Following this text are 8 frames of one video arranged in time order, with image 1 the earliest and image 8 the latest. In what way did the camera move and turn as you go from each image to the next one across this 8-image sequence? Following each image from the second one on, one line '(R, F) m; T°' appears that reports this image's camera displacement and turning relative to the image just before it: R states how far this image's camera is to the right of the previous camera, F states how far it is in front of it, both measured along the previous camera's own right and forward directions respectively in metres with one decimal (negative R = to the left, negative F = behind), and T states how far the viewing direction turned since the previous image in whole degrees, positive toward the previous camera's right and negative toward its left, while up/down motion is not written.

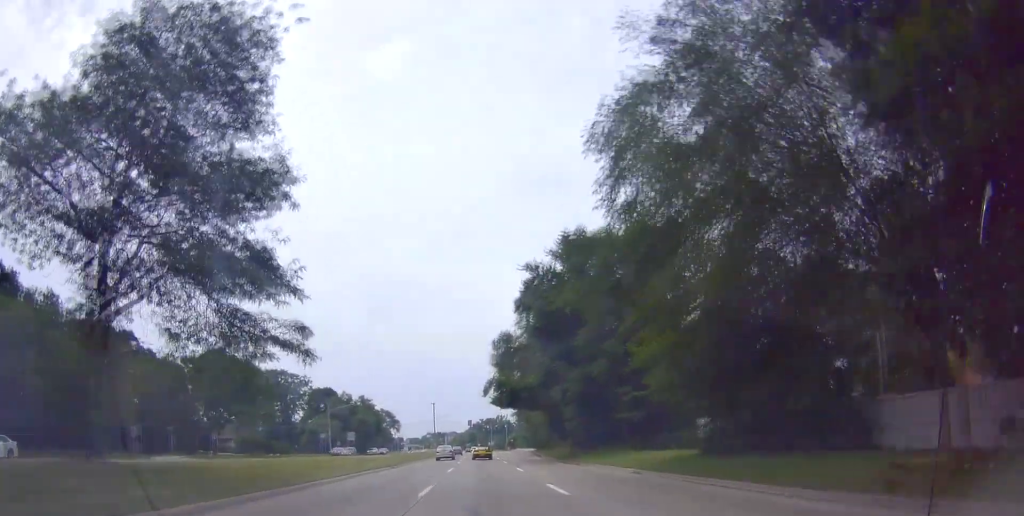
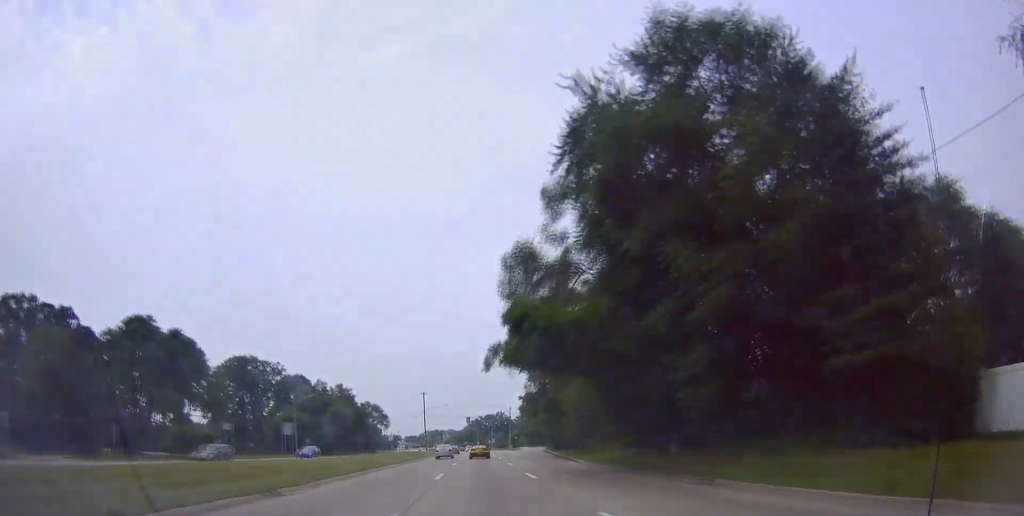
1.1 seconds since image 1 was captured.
(+0.5, +24.6) m; 0°
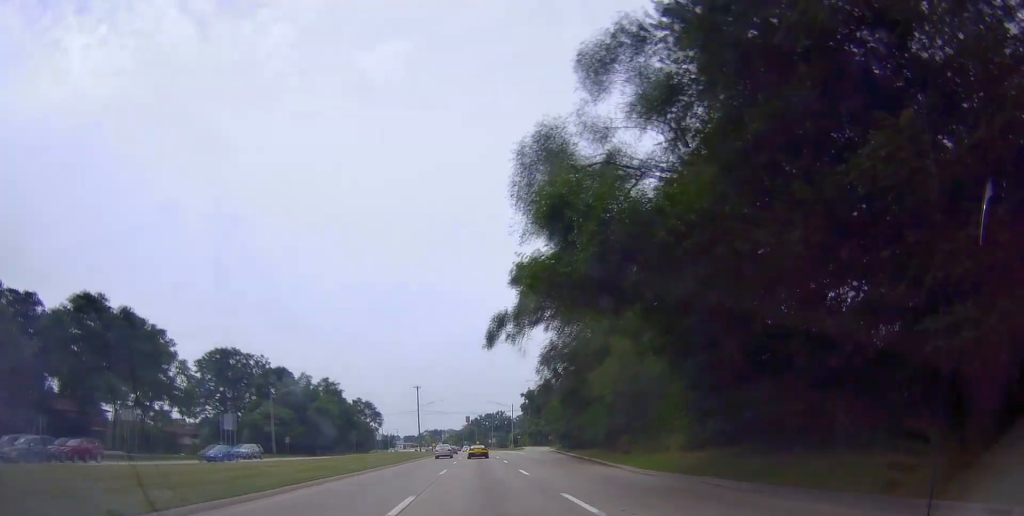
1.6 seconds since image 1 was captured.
(0.0, +12.5) m; 0°
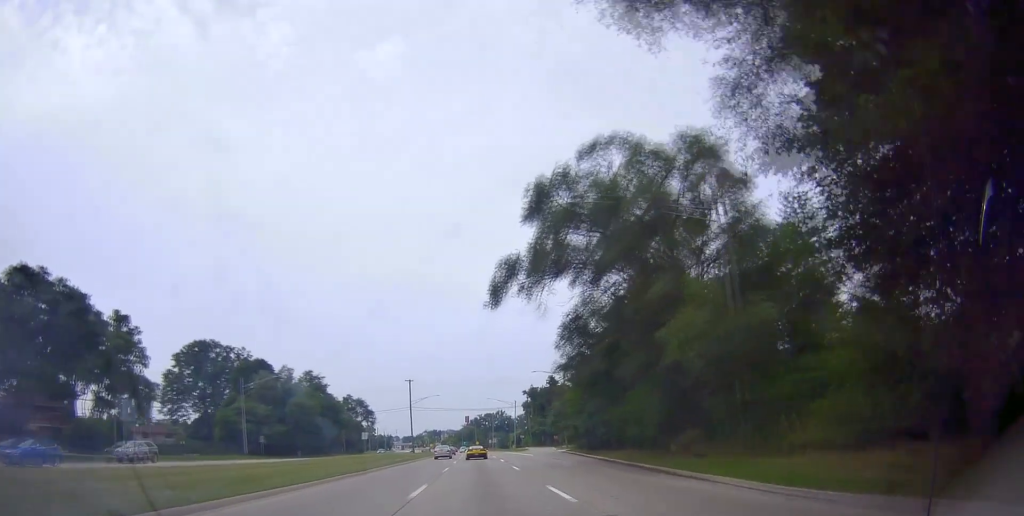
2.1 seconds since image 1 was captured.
(-0.4, +12.6) m; 0°
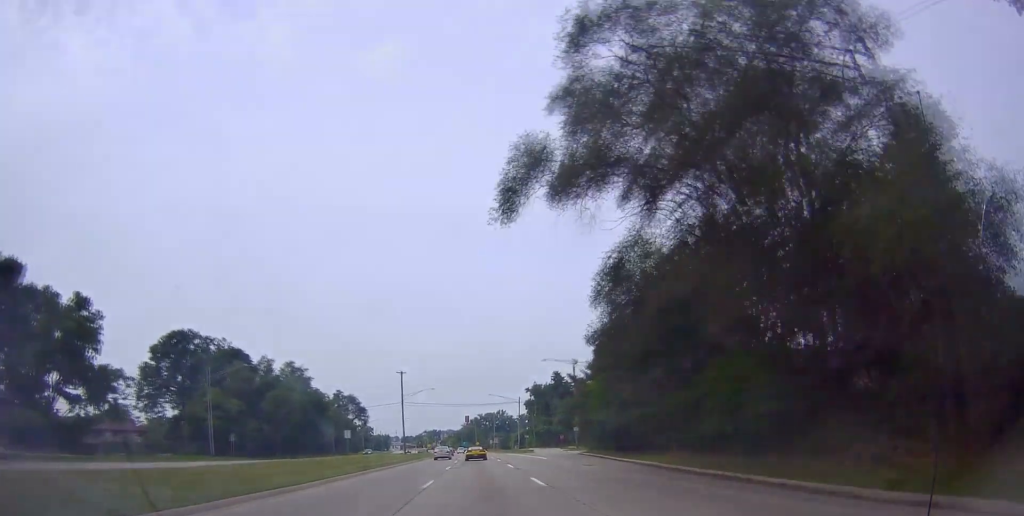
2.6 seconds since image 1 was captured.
(+0.1, +11.8) m; 0°
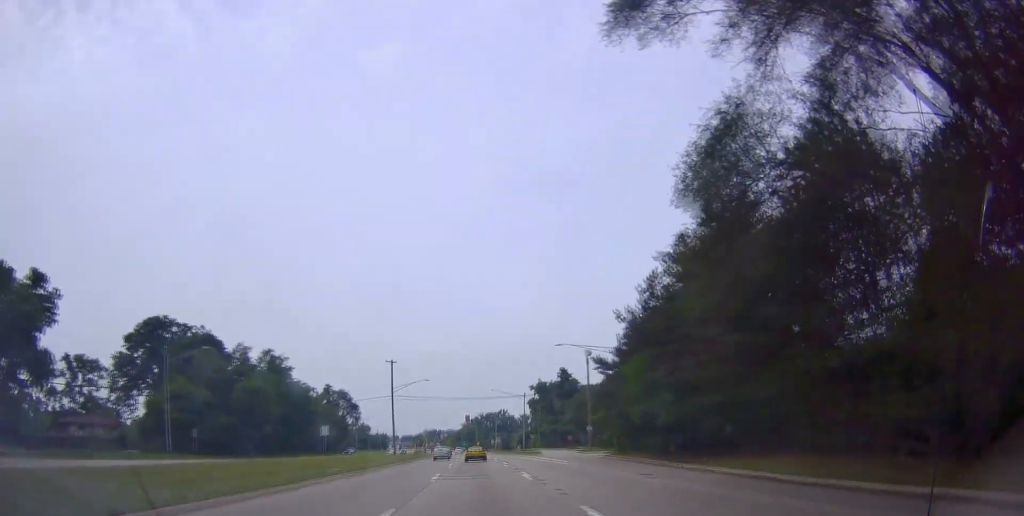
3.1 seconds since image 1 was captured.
(+0.4, +11.9) m; 0°
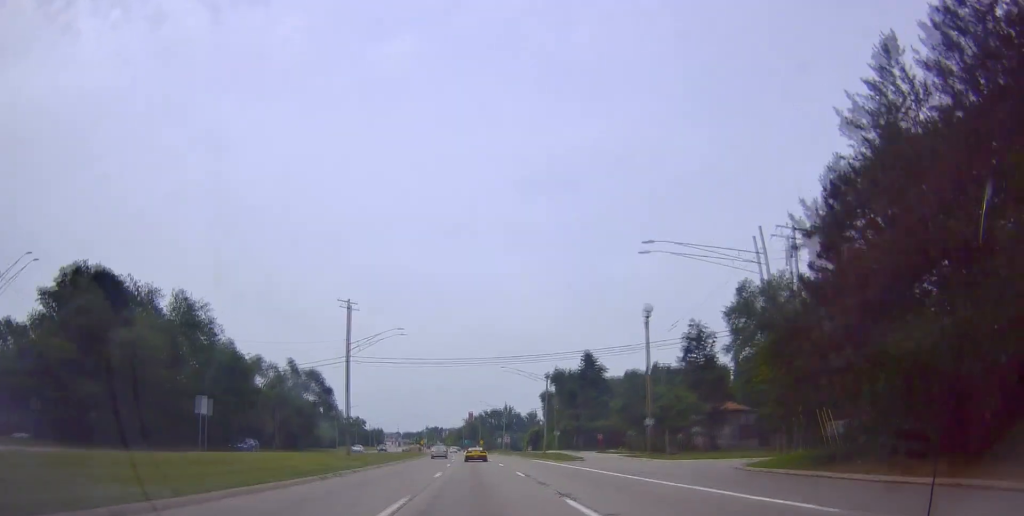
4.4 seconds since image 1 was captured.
(-0.8, +31.0) m; -2°
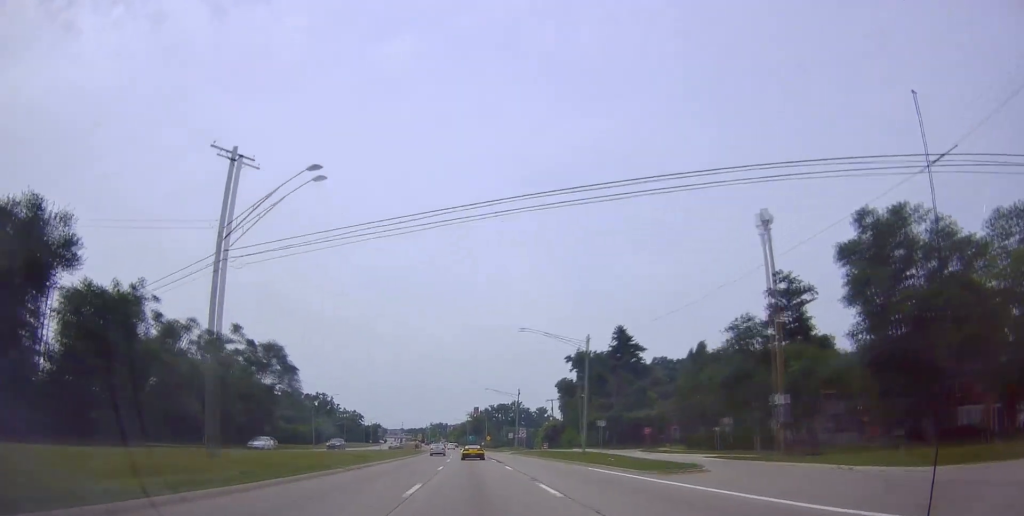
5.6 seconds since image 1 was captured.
(+0.2, +26.7) m; +1°
